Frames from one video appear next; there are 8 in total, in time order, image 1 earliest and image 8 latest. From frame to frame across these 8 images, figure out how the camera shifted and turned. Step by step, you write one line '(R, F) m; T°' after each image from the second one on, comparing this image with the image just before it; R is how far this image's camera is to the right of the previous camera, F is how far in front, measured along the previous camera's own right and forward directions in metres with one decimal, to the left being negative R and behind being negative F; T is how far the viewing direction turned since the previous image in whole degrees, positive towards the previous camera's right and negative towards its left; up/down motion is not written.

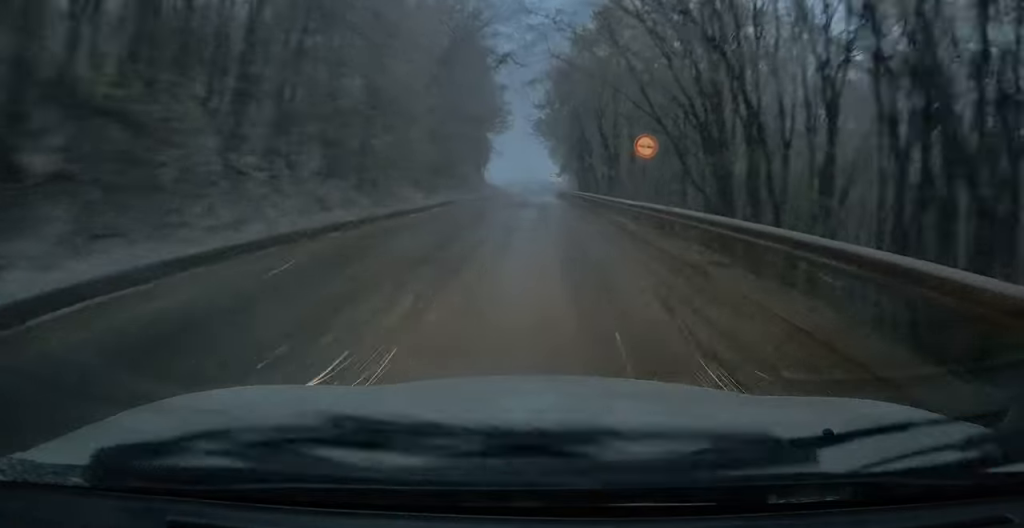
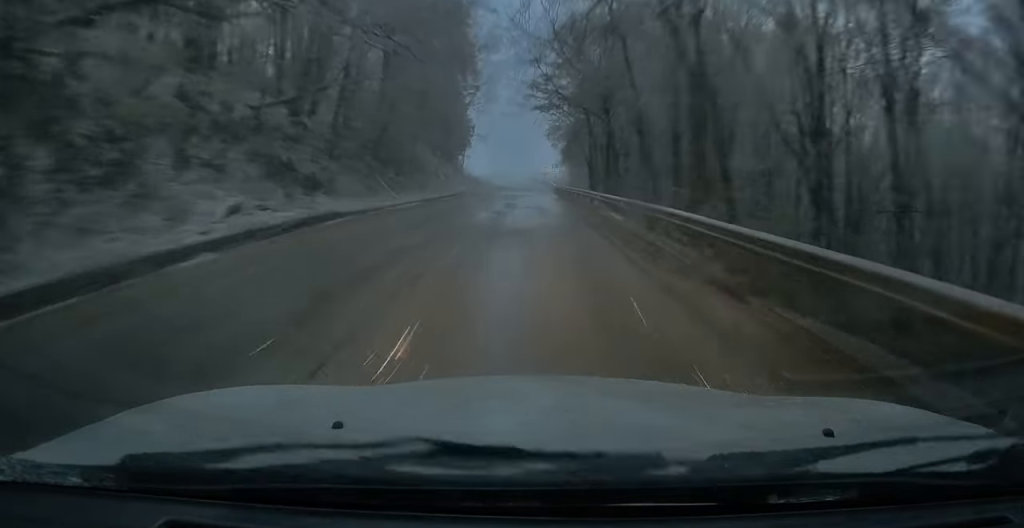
(+0.1, +22.7) m; -1°
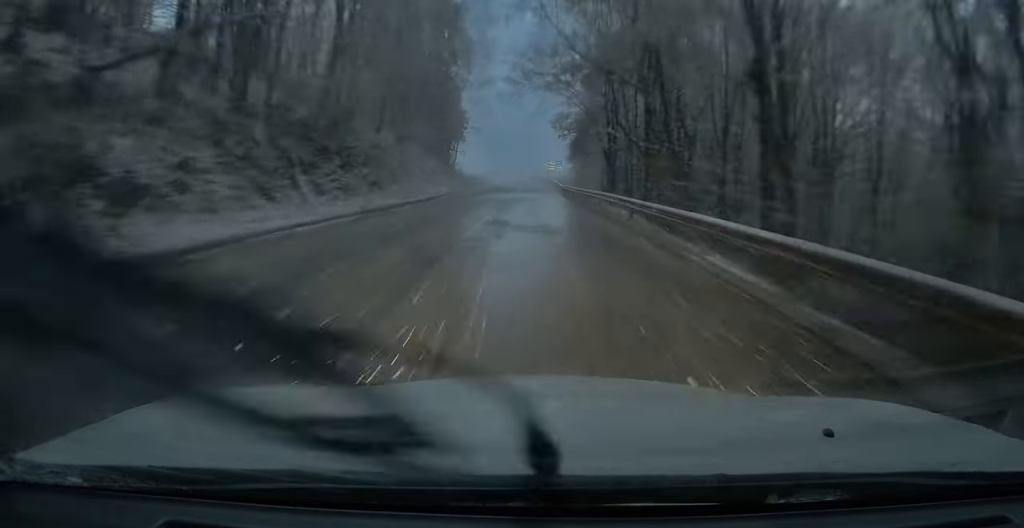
(0.0, +11.0) m; -1°
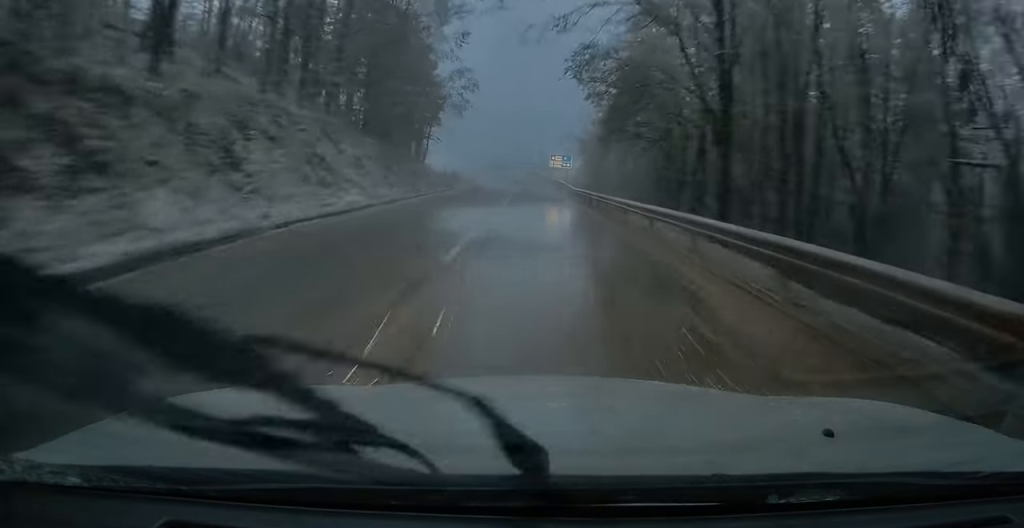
(-0.3, +22.8) m; 0°
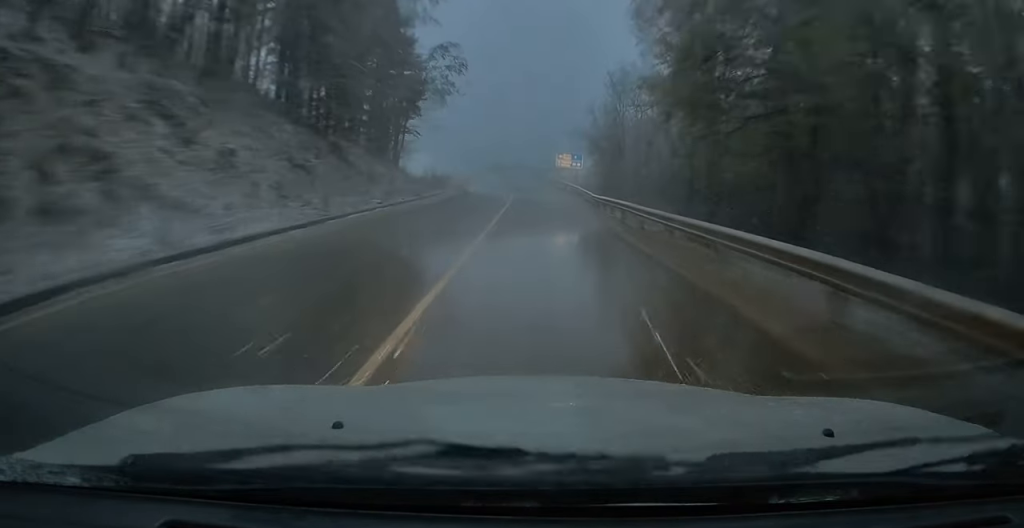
(+0.3, +13.2) m; +1°
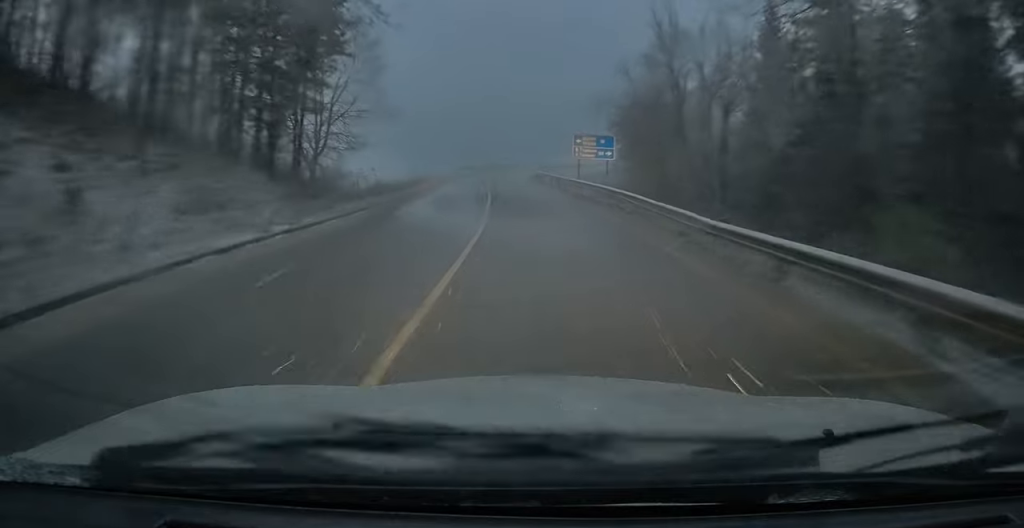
(-0.1, +24.1) m; 0°
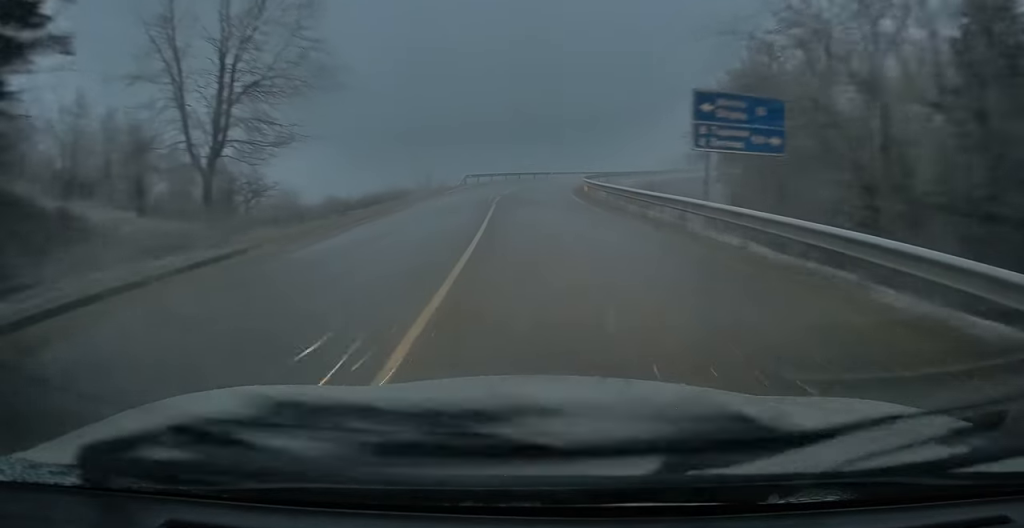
(+0.1, +23.0) m; -1°
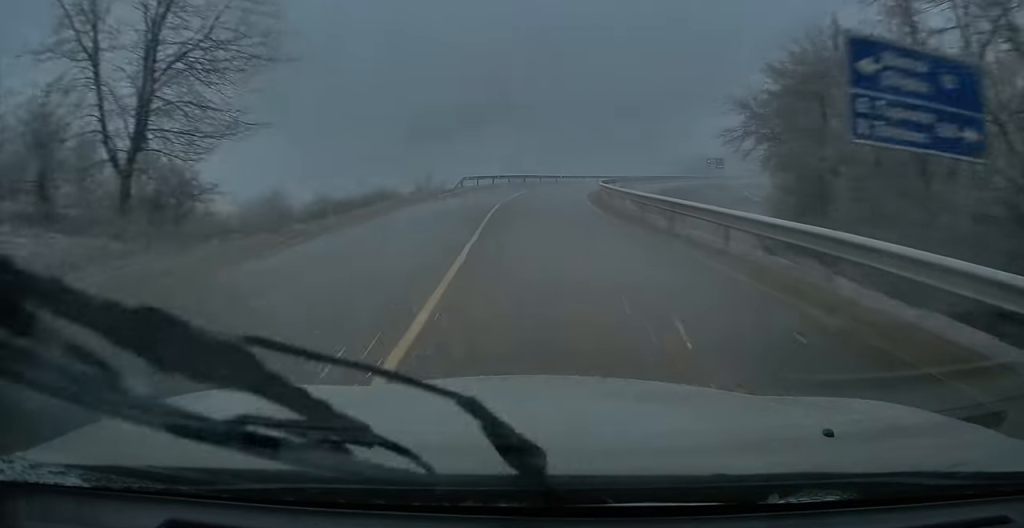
(-0.1, +7.5) m; 0°
